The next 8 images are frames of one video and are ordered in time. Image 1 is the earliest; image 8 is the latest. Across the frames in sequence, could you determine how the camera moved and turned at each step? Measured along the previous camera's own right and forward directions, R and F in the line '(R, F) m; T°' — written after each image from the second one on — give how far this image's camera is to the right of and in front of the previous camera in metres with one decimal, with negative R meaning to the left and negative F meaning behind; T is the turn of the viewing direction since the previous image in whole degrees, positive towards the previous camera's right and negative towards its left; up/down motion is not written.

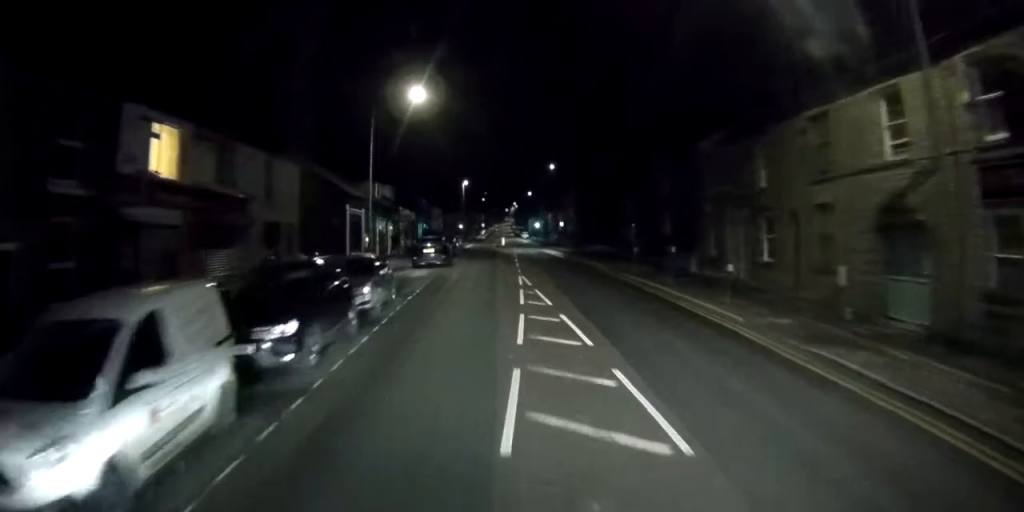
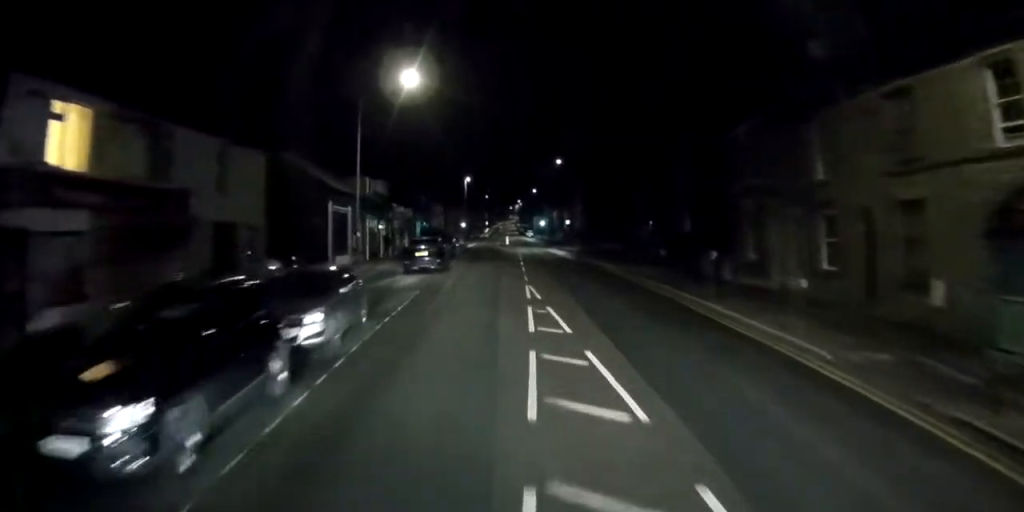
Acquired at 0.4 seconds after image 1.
(-0.1, +4.7) m; 0°
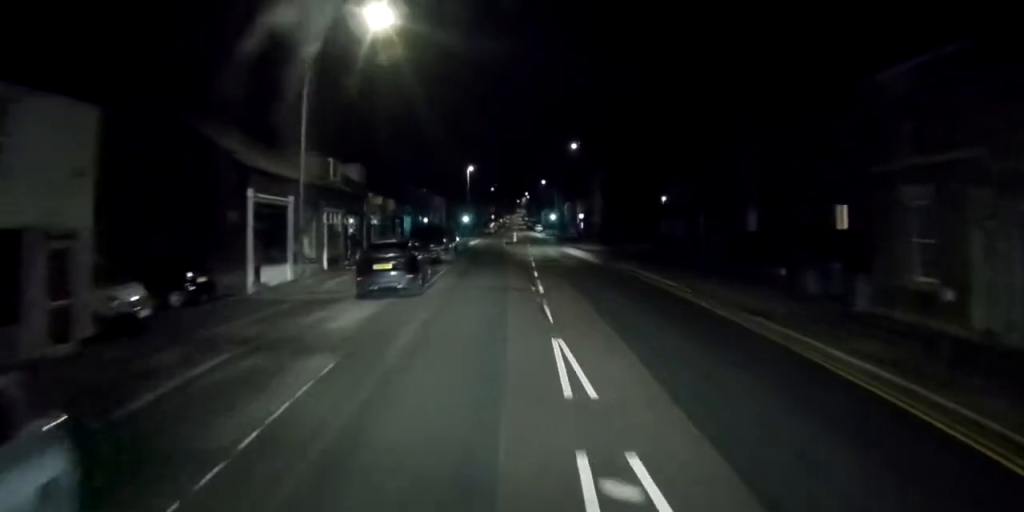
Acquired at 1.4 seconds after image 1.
(-0.1, +11.5) m; -1°
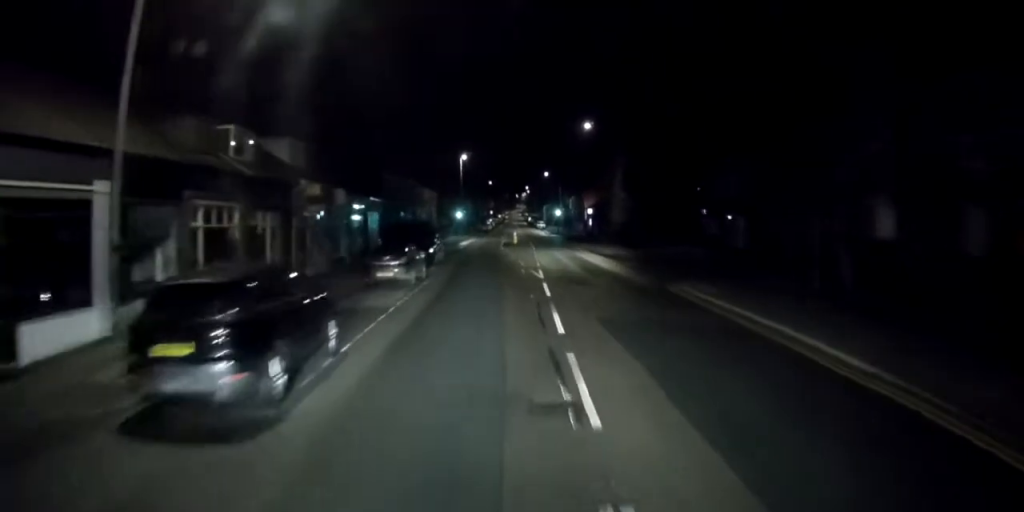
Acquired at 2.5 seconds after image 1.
(0.0, +13.3) m; 0°
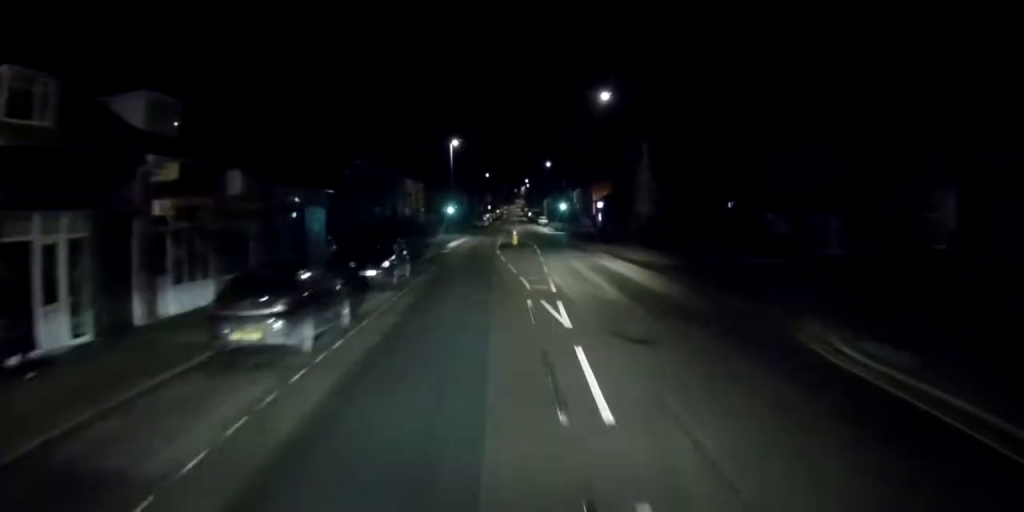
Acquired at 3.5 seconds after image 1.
(-0.1, +12.0) m; -1°
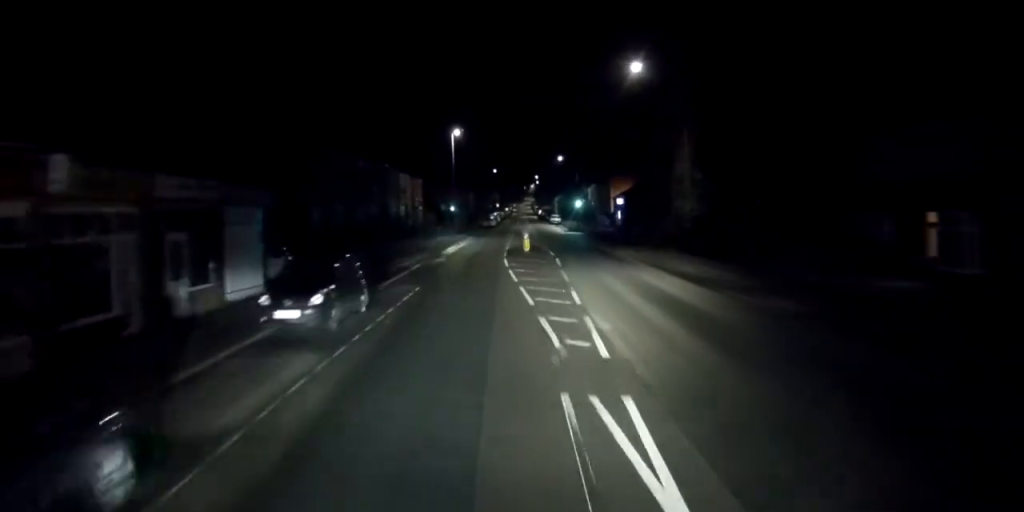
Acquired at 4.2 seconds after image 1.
(-0.1, +8.9) m; -1°
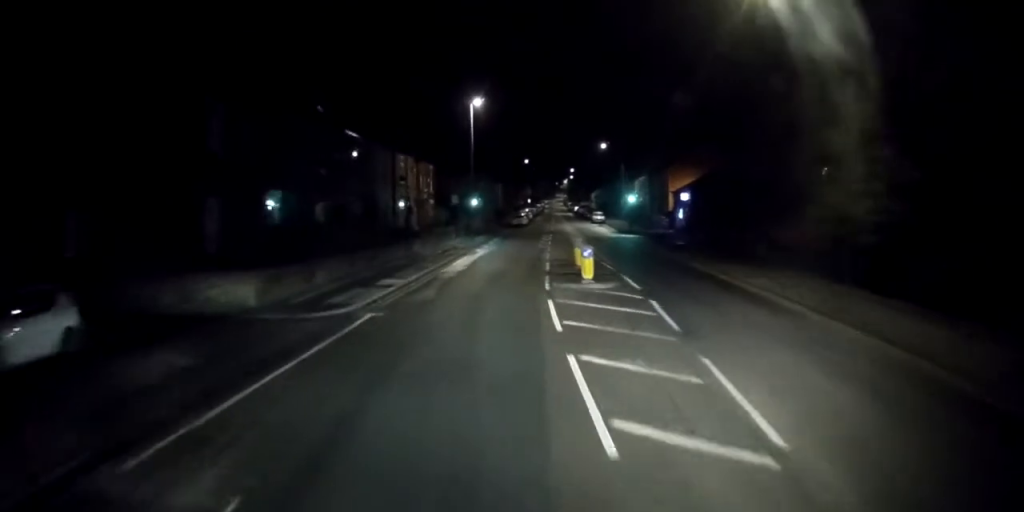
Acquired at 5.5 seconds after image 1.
(-0.3, +16.3) m; -1°
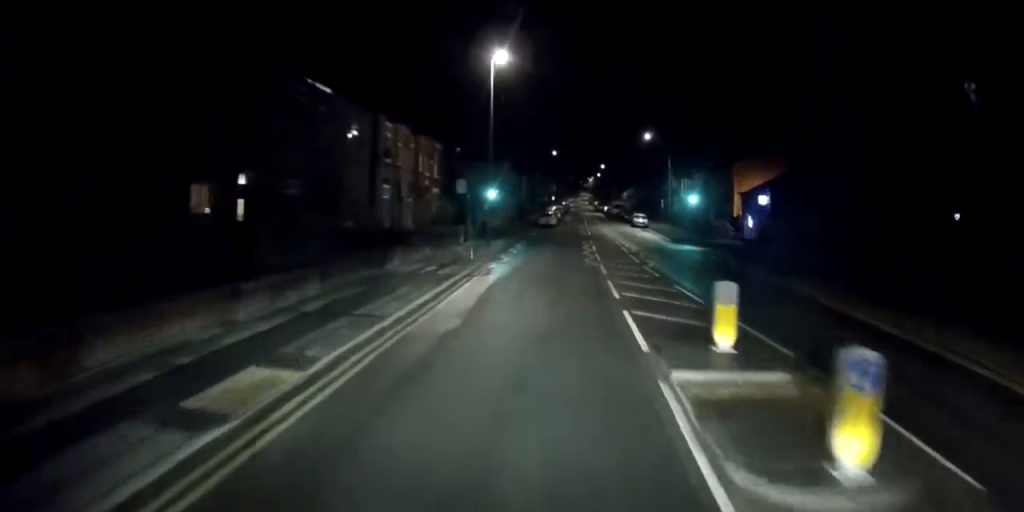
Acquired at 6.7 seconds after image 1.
(+0.1, +14.0) m; +2°
